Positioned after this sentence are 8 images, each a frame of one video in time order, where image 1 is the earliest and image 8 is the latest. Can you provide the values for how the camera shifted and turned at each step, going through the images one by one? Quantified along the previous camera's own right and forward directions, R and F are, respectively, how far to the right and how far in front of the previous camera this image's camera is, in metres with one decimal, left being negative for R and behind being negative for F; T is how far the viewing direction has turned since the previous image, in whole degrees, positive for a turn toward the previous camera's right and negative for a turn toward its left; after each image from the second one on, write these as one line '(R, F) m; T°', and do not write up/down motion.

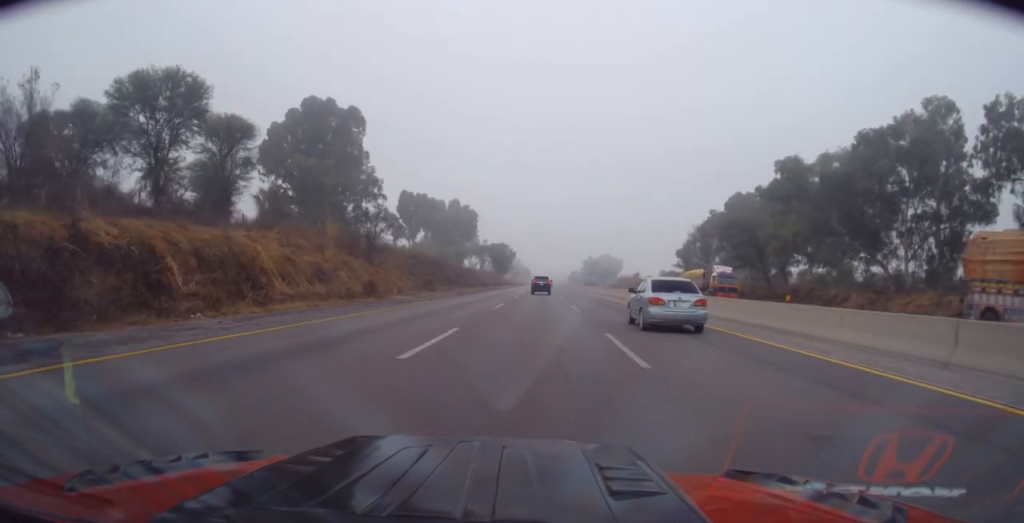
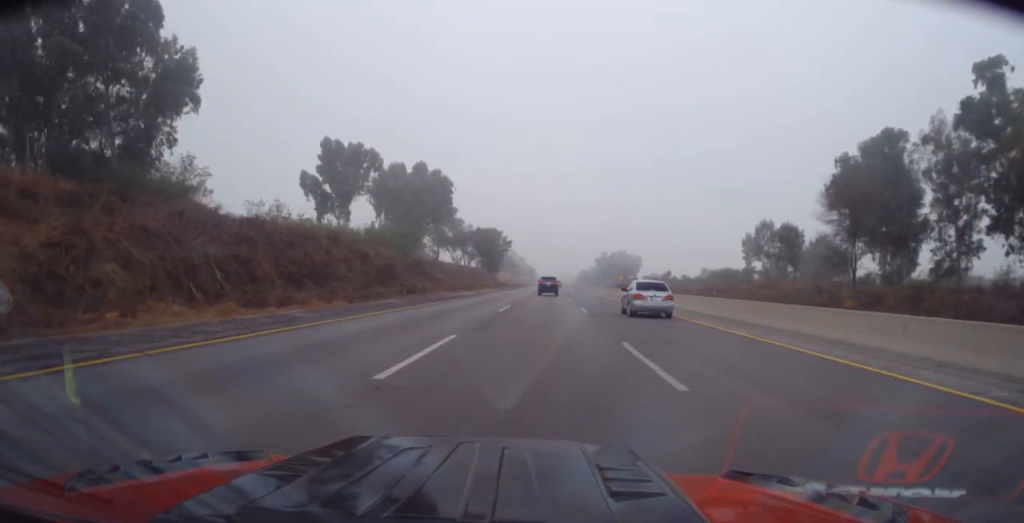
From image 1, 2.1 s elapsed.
(-0.1, +55.4) m; -1°
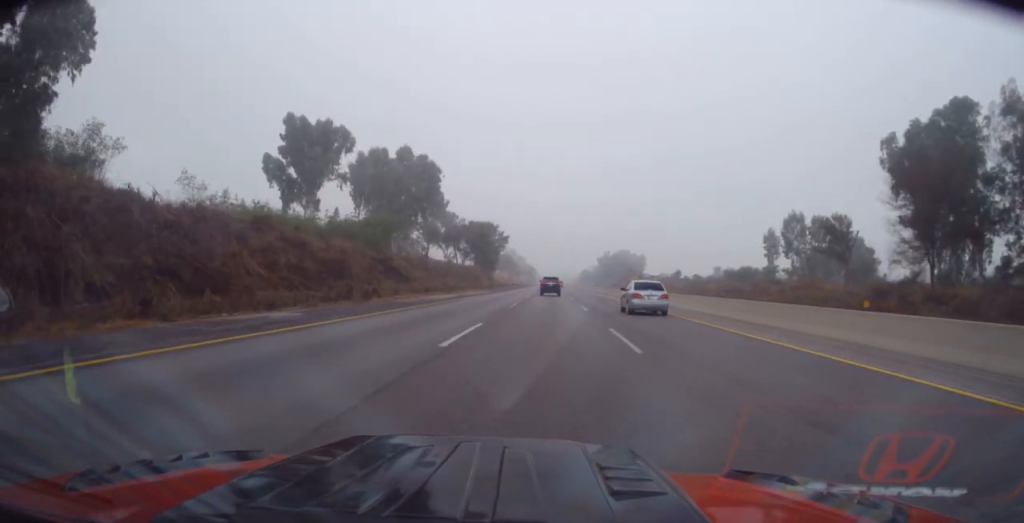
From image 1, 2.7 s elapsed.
(-0.2, +13.8) m; +1°
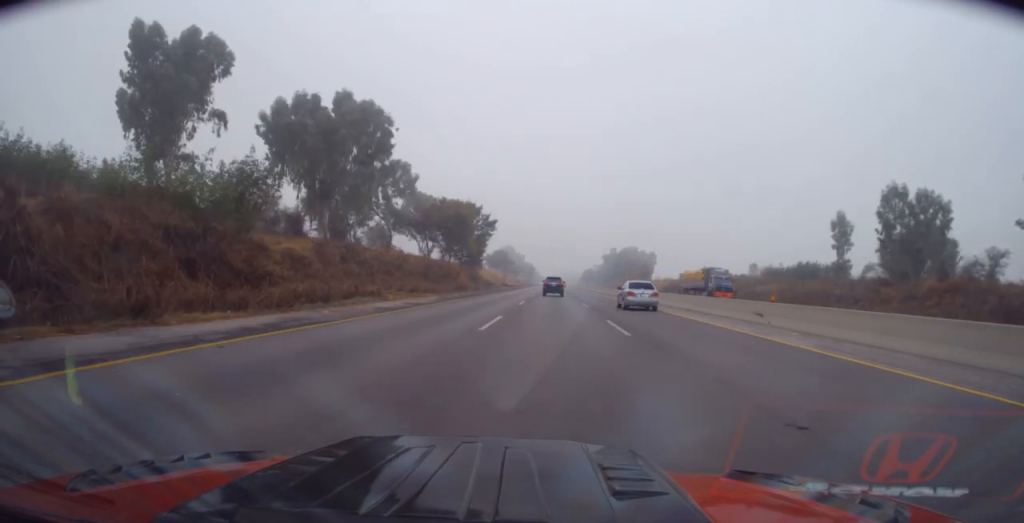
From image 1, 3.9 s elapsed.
(+0.6, +31.9) m; 0°
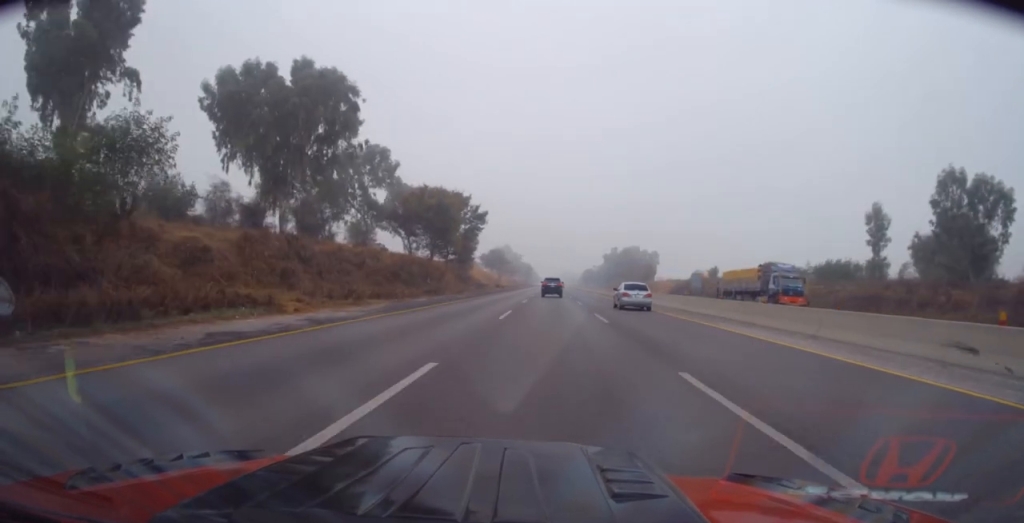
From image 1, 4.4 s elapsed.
(-0.2, +12.0) m; 0°
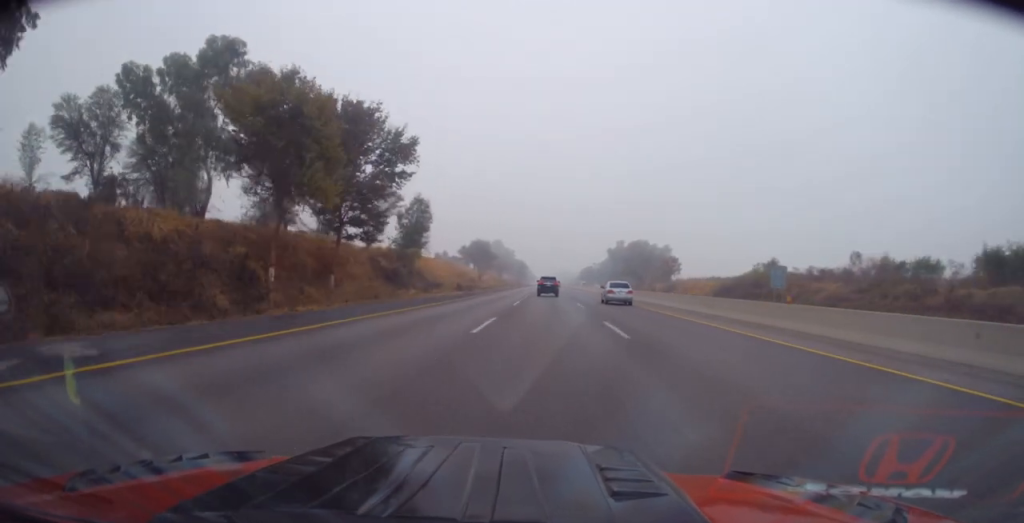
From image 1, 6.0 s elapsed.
(+0.3, +41.9) m; +1°
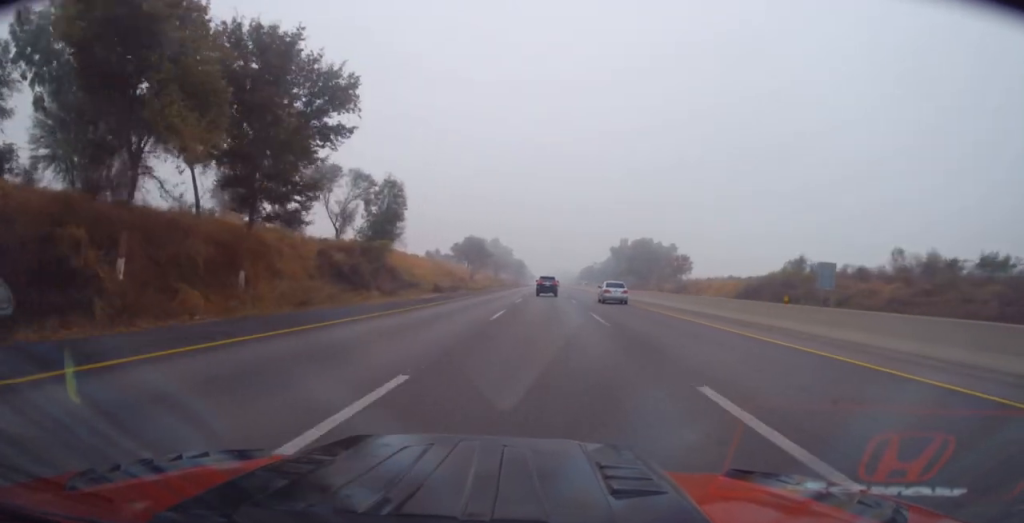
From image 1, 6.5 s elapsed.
(-0.2, +12.9) m; 0°
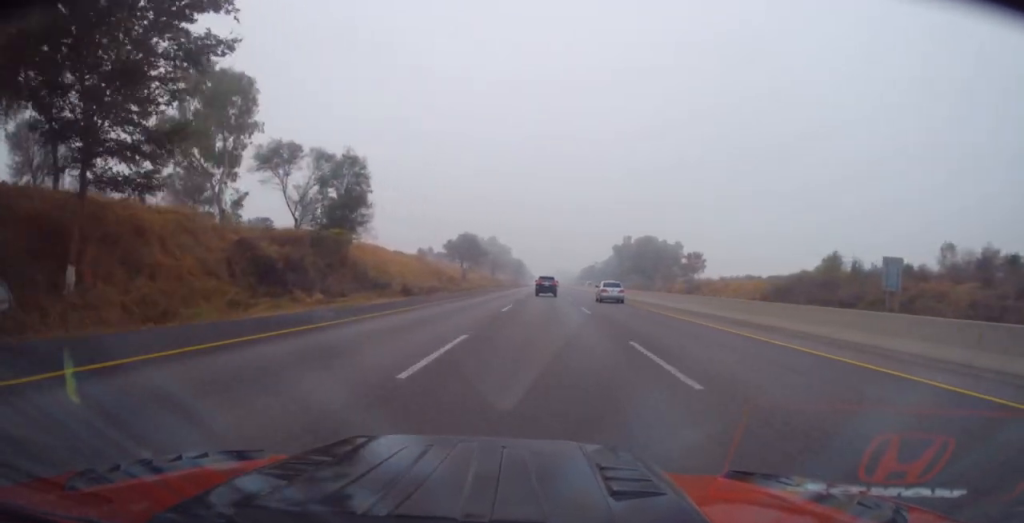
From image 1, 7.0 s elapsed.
(-0.1, +12.0) m; 0°
